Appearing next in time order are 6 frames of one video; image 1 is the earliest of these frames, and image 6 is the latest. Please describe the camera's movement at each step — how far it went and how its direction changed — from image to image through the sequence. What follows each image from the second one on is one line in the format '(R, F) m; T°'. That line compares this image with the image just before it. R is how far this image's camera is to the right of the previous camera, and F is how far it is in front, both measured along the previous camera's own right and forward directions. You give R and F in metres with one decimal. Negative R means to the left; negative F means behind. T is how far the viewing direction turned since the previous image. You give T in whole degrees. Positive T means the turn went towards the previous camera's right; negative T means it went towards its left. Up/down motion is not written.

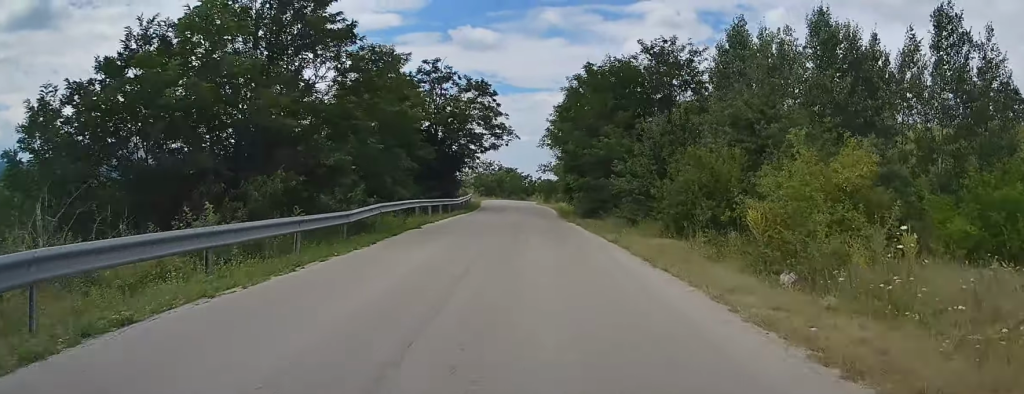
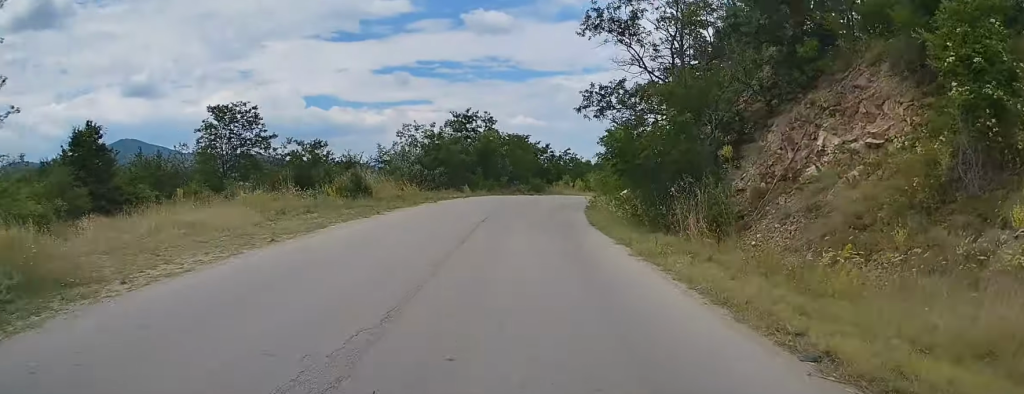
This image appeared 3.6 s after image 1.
(-0.8, +62.4) m; -2°
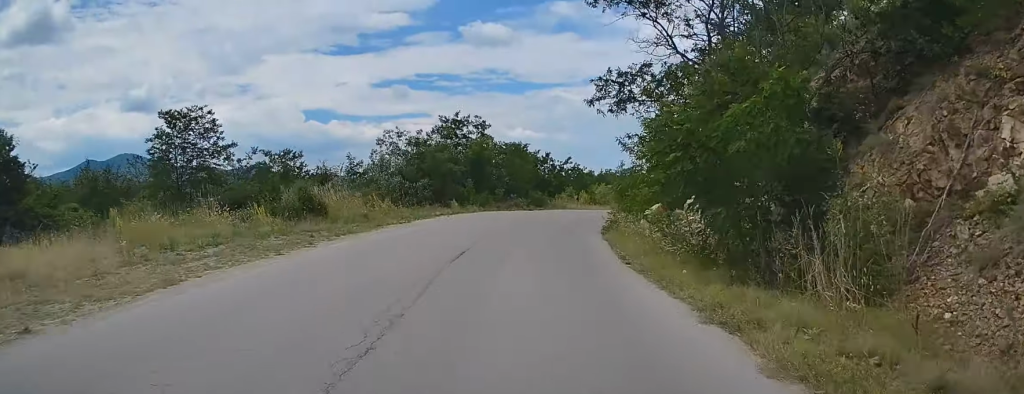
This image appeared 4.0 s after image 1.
(0.0, +6.6) m; +1°
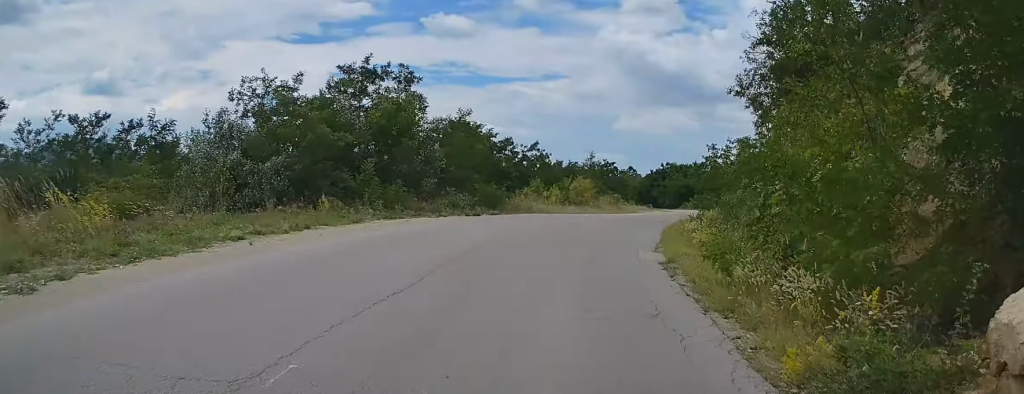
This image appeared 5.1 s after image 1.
(+0.5, +17.8) m; +5°
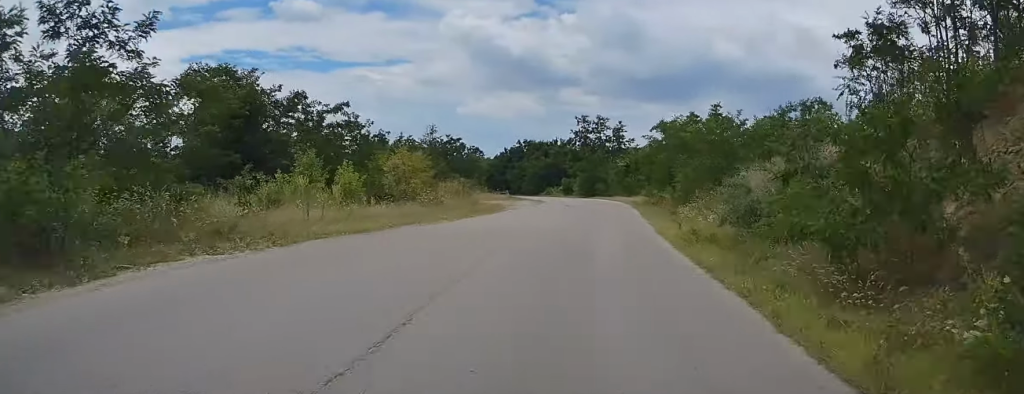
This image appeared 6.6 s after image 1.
(+1.9, +23.7) m; +10°
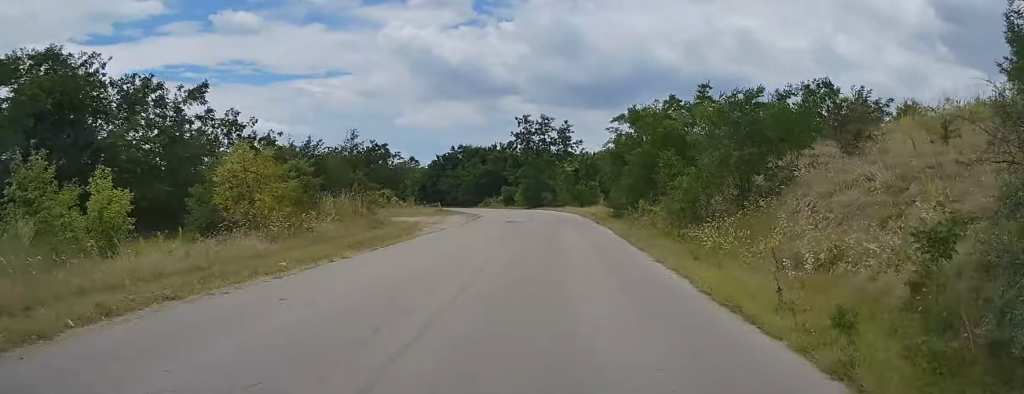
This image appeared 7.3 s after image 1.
(+0.7, +10.9) m; +5°
